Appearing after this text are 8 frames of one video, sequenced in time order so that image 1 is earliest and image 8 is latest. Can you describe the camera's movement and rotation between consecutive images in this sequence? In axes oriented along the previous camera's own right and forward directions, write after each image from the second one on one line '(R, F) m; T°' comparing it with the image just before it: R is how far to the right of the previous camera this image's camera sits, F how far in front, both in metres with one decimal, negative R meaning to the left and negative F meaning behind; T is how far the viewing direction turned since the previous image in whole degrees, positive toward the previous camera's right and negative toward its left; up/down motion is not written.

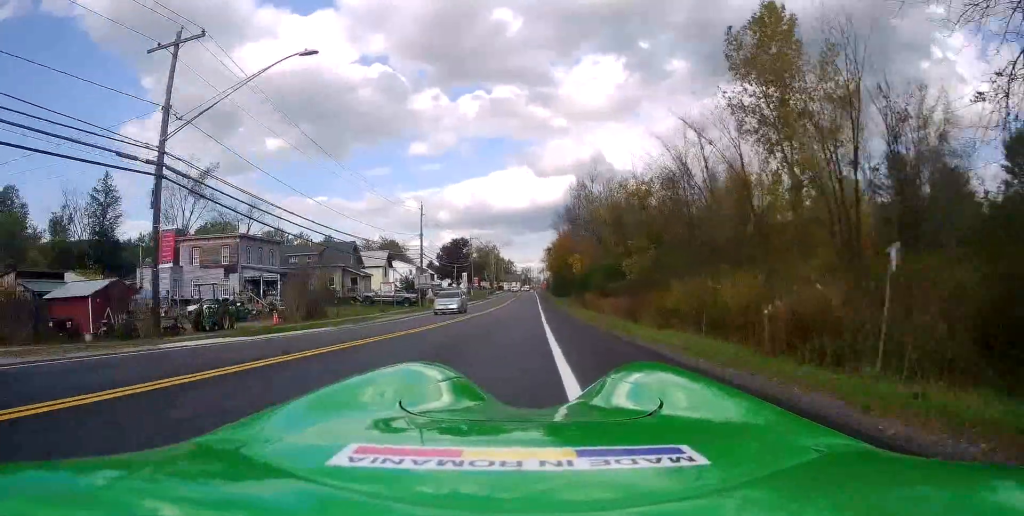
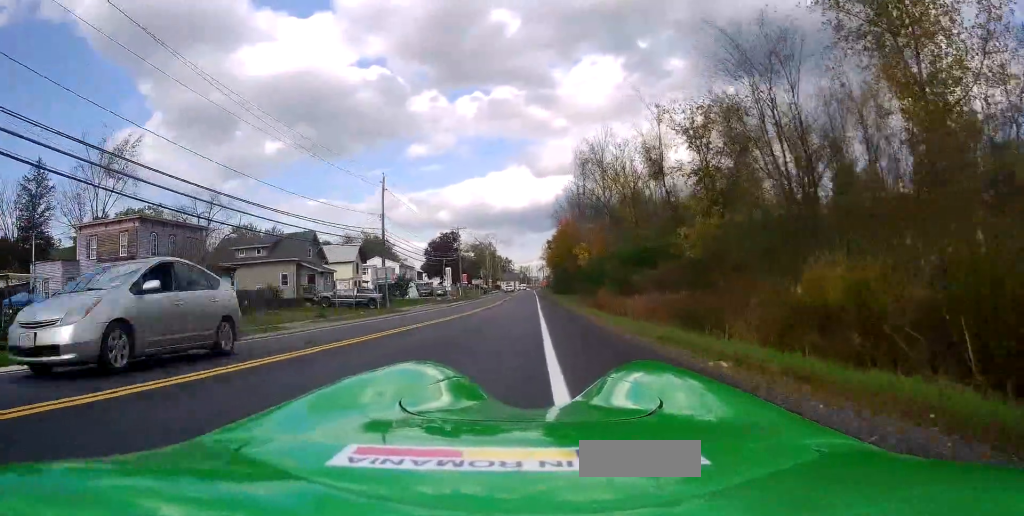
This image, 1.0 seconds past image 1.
(0.0, +14.0) m; +2°
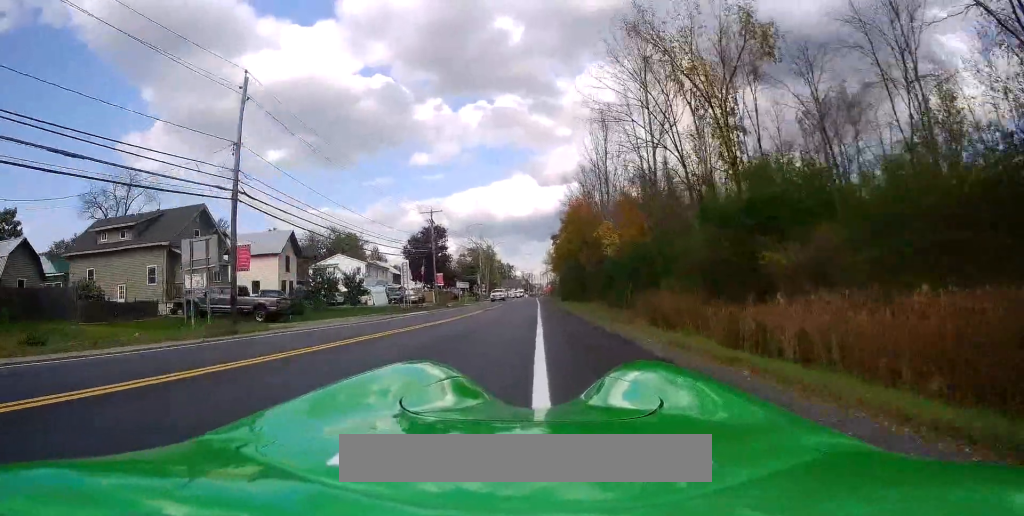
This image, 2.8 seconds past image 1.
(+0.9, +22.9) m; +1°
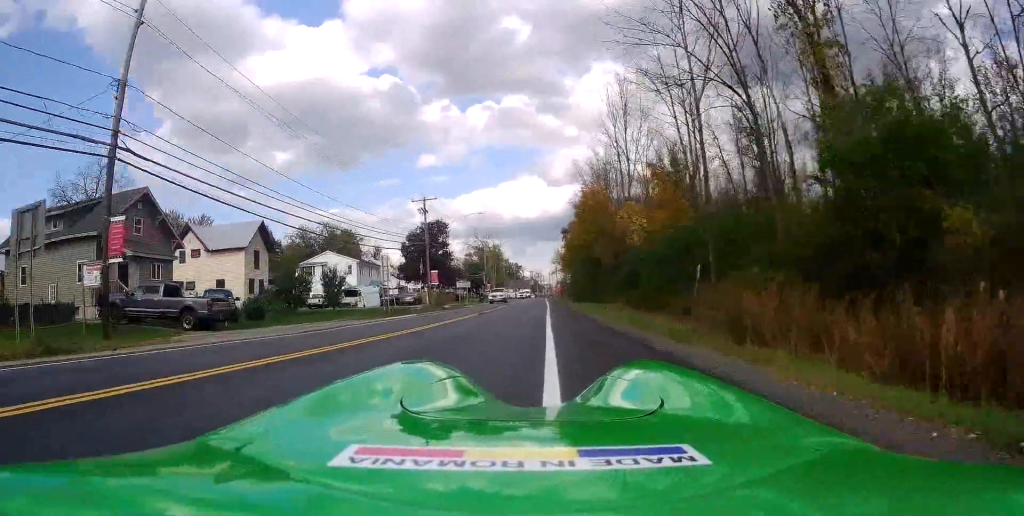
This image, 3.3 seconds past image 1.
(-0.3, +7.9) m; -1°
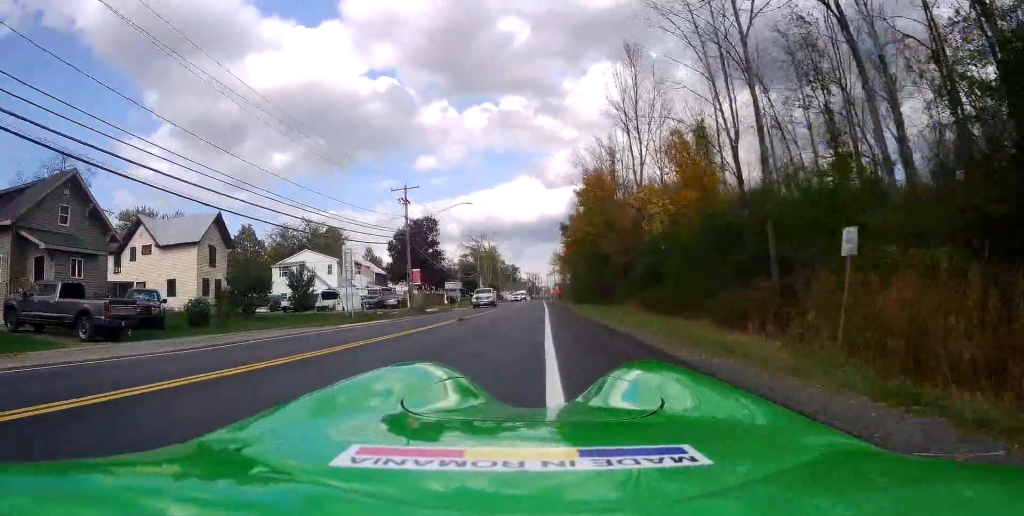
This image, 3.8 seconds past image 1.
(0.0, +6.7) m; 0°
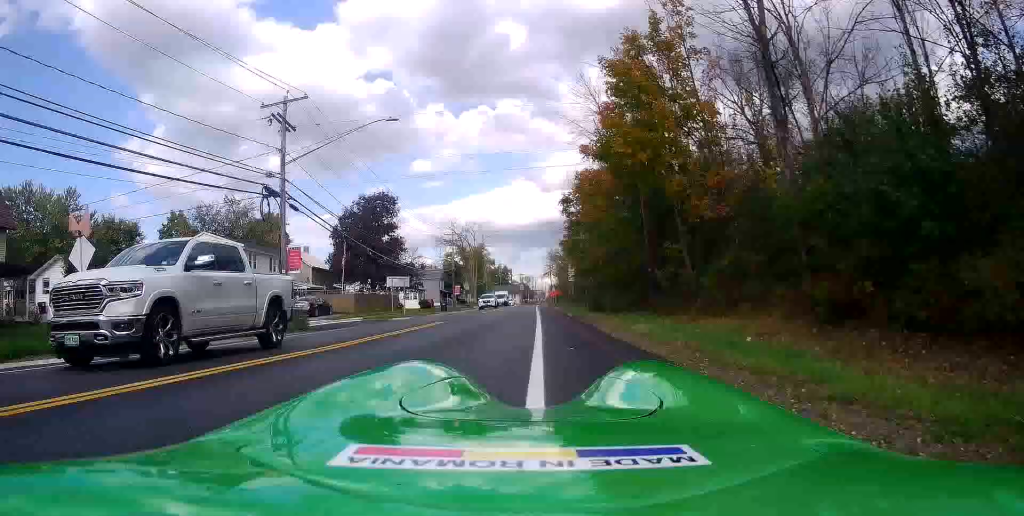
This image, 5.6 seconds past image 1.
(+0.3, +23.2) m; 0°
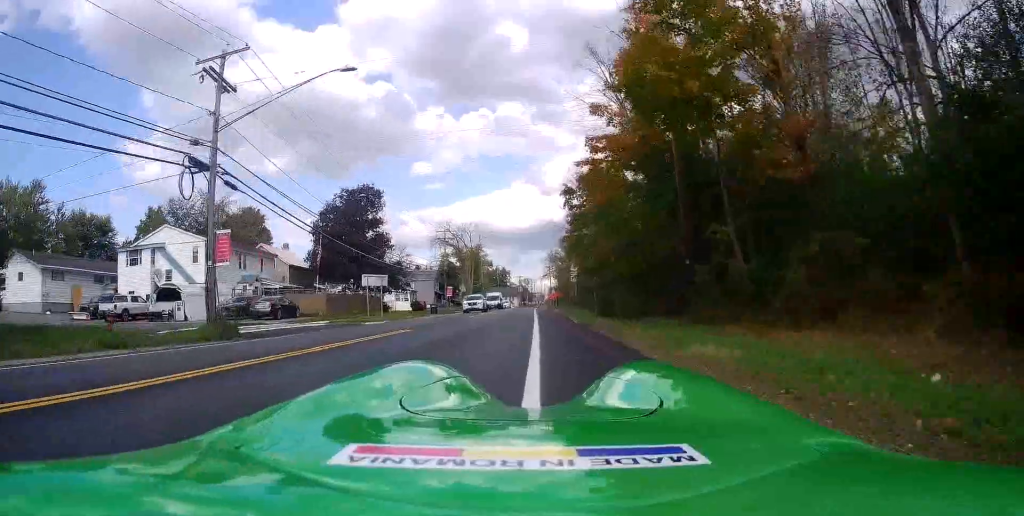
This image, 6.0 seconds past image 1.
(-0.1, +6.1) m; +1°
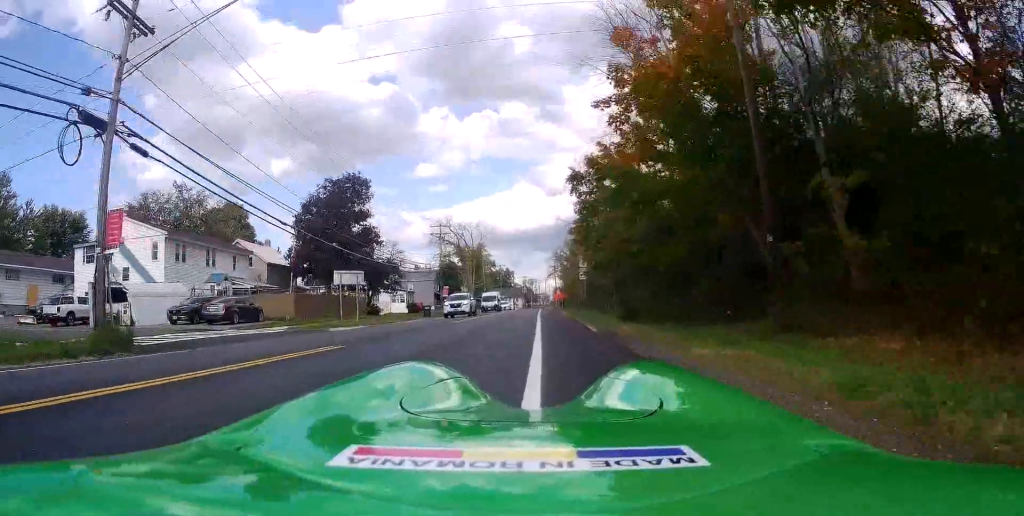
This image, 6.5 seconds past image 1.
(-0.2, +6.1) m; +1°
